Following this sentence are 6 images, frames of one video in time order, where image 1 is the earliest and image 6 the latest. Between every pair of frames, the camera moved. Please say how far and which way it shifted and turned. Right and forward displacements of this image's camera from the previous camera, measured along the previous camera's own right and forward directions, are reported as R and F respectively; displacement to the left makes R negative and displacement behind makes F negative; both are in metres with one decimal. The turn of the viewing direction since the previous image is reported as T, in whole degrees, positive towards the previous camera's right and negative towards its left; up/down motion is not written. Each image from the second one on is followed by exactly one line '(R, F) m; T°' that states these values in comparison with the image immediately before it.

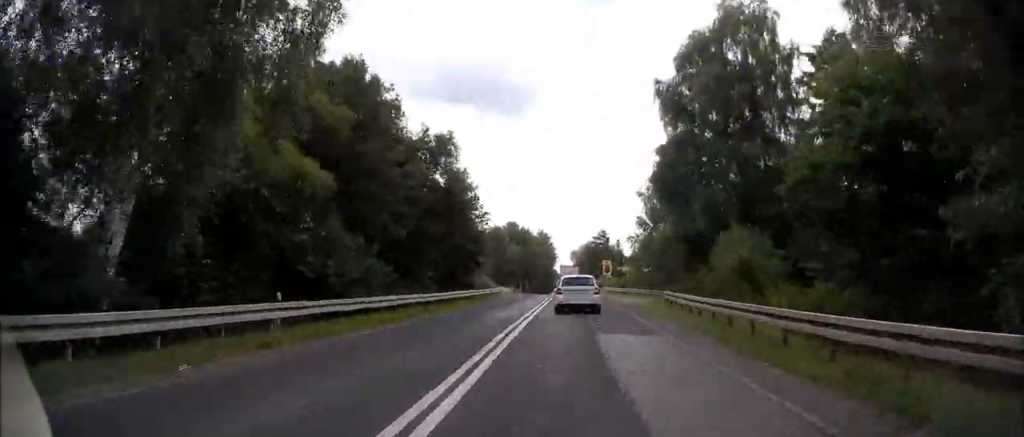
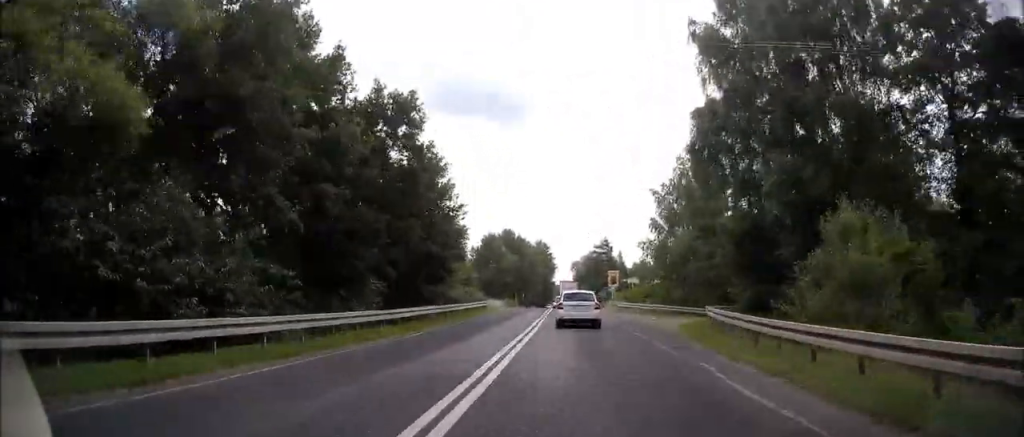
(+0.1, +10.2) m; 0°
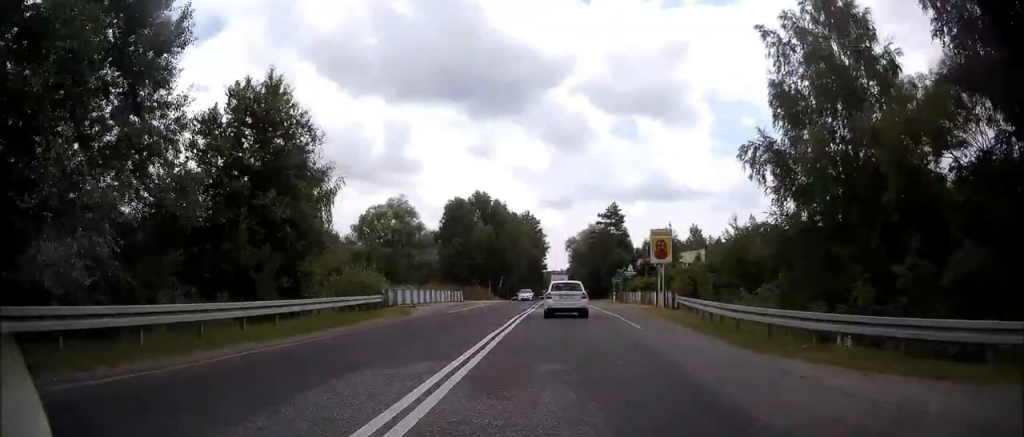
(-0.2, +35.7) m; 0°
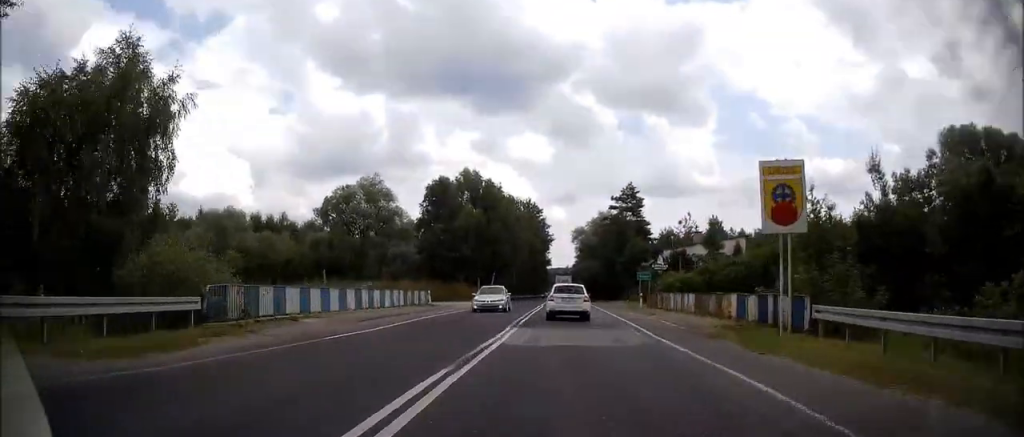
(0.0, +16.9) m; 0°
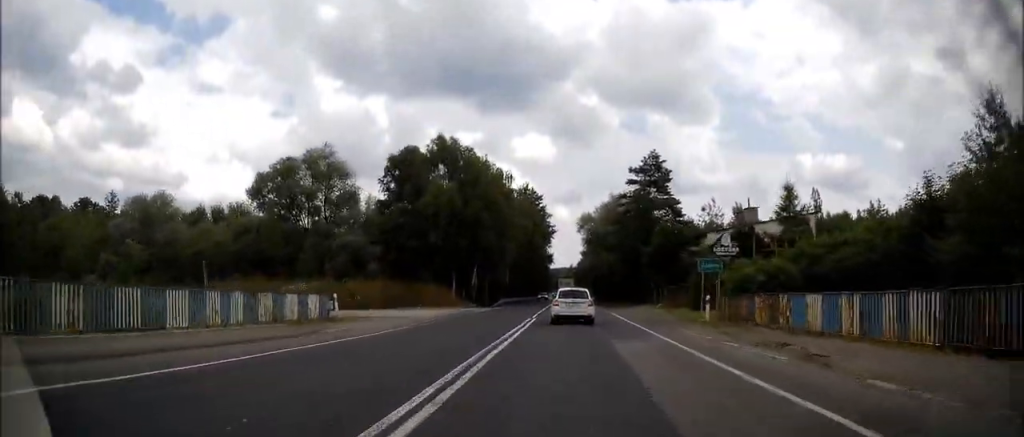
(0.0, +18.9) m; 0°
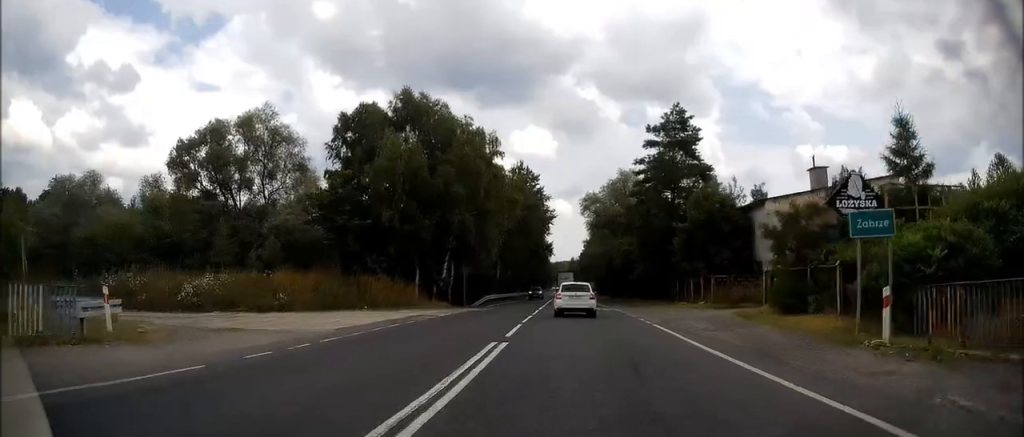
(-0.1, +14.1) m; 0°
